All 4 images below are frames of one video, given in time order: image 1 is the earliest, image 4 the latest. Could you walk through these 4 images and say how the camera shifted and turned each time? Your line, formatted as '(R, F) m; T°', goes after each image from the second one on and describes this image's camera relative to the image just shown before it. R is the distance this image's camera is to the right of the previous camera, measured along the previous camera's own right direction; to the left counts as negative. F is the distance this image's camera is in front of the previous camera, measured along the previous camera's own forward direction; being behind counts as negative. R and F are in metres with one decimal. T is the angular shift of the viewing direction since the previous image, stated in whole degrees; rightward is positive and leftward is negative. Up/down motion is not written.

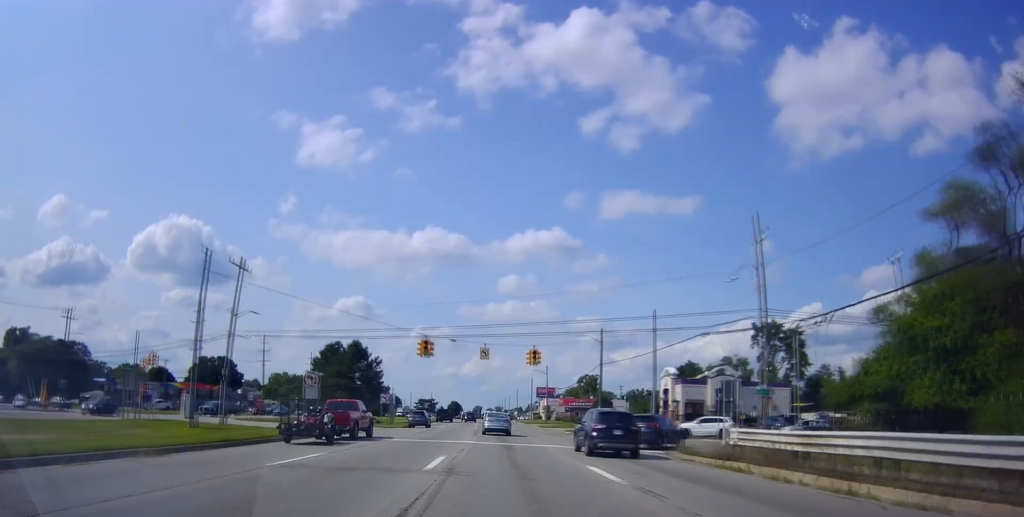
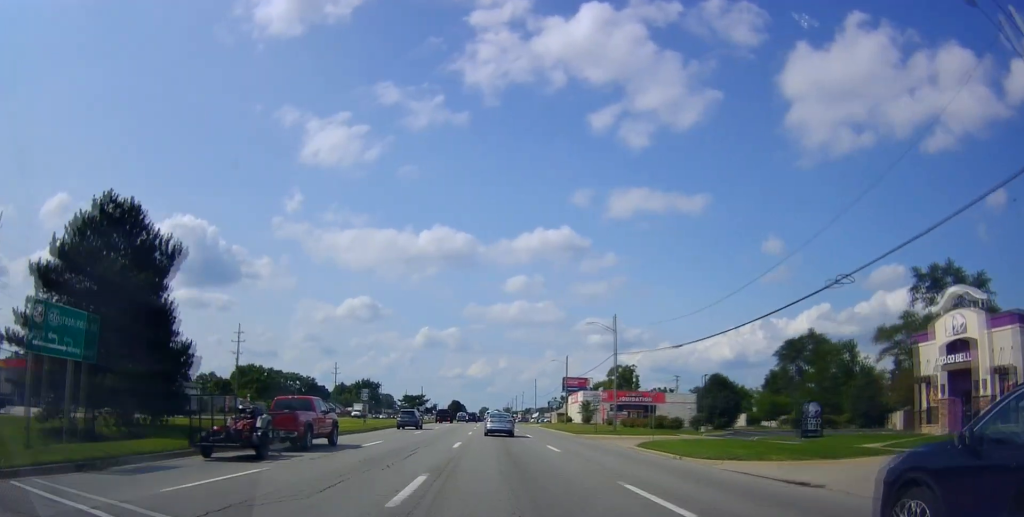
(-1.6, +54.5) m; -1°
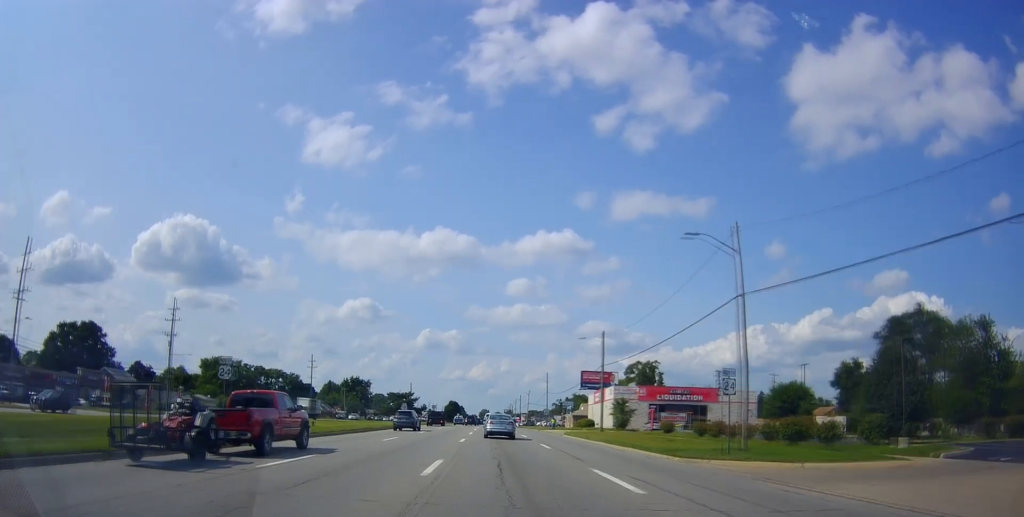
(-0.1, +27.1) m; -1°
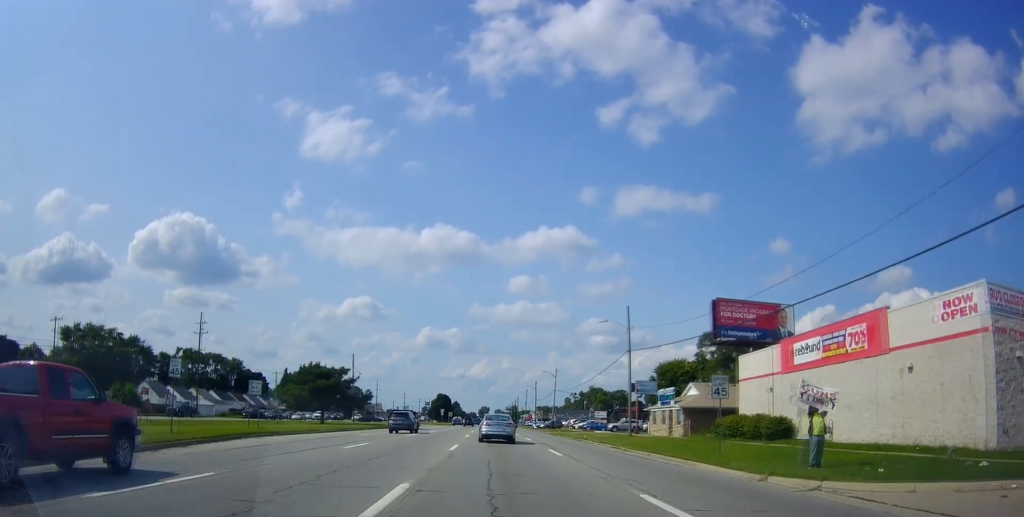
(+0.7, +67.7) m; +2°
